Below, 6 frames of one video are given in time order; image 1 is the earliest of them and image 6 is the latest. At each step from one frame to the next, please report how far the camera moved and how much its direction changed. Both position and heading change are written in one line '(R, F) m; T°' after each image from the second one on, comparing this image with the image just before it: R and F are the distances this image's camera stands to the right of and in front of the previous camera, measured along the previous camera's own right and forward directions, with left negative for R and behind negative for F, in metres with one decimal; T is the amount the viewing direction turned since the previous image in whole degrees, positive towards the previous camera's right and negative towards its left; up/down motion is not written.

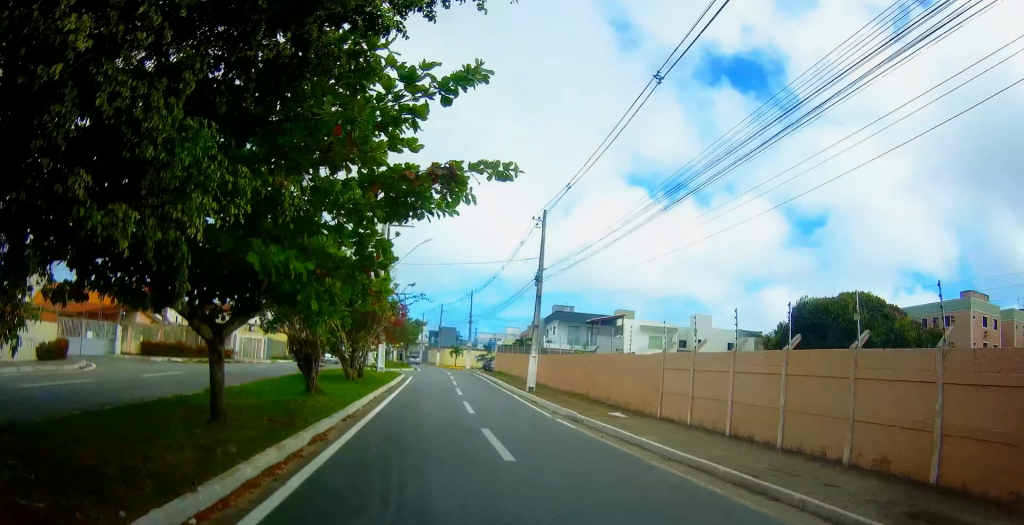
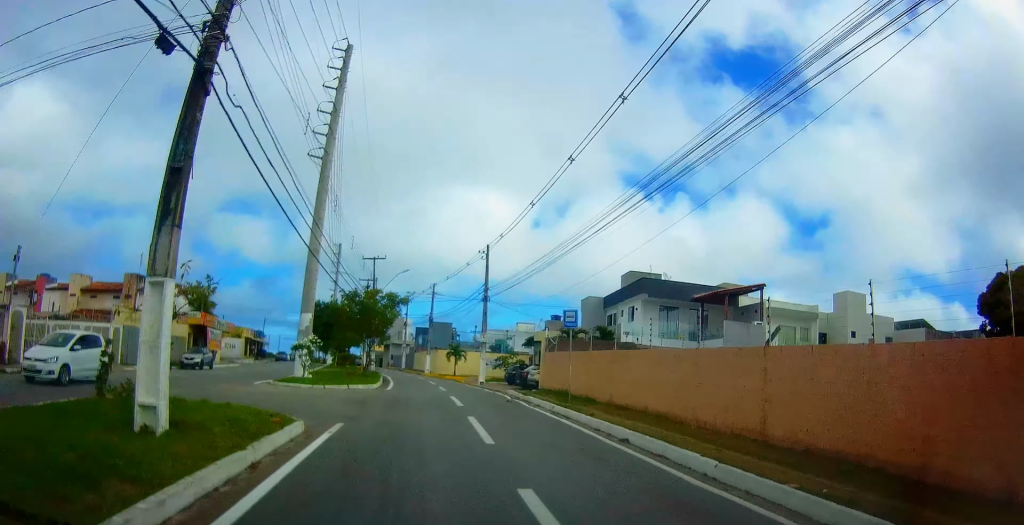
(0.0, +30.9) m; 0°
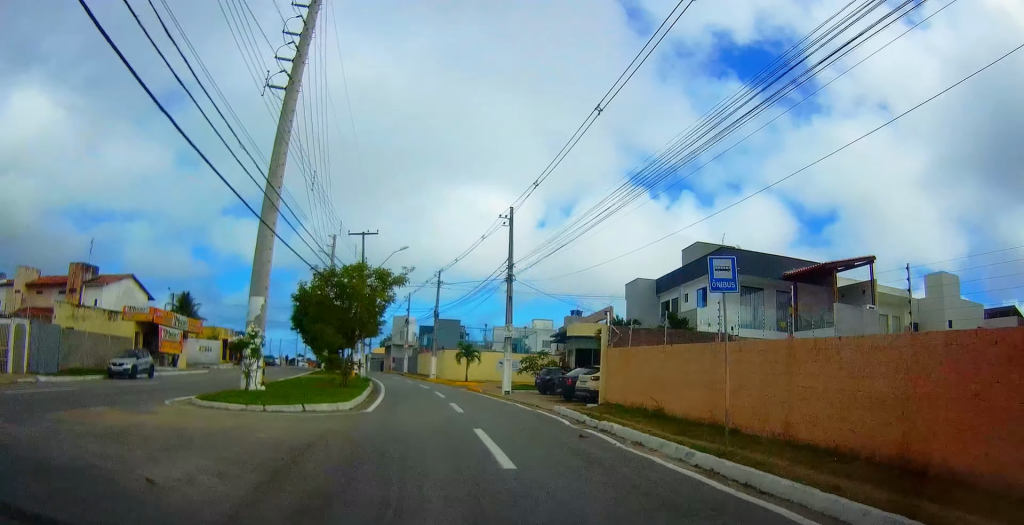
(+0.3, +10.6) m; -1°
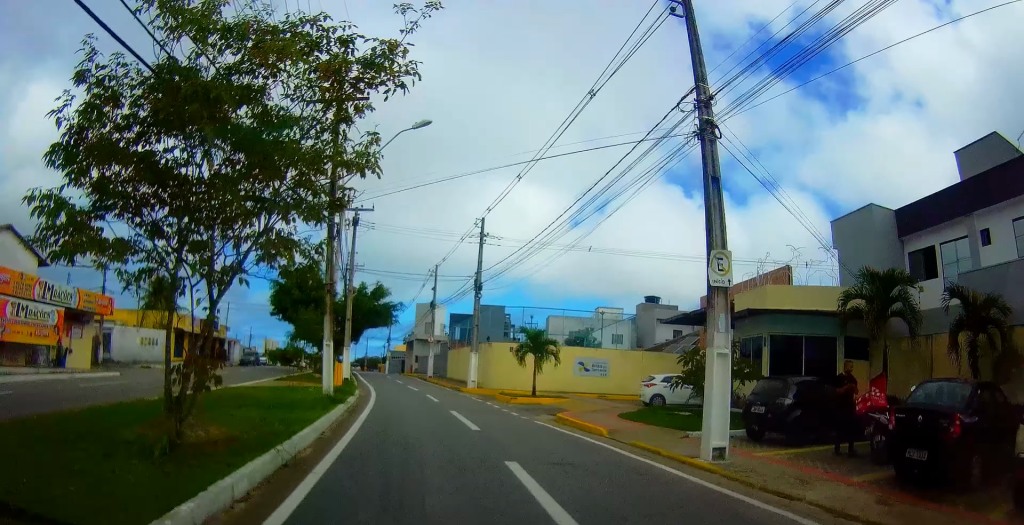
(-0.8, +20.1) m; -2°
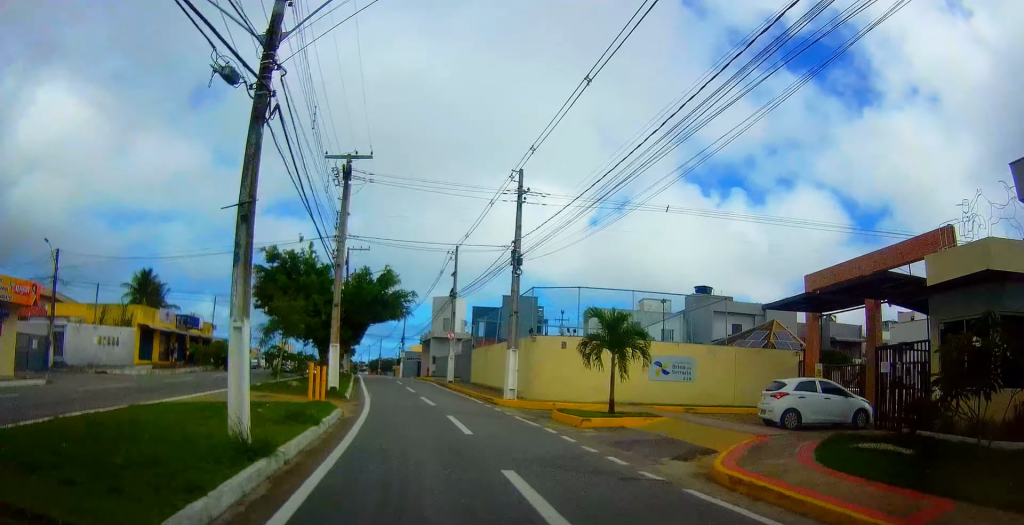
(+0.1, +9.0) m; +1°
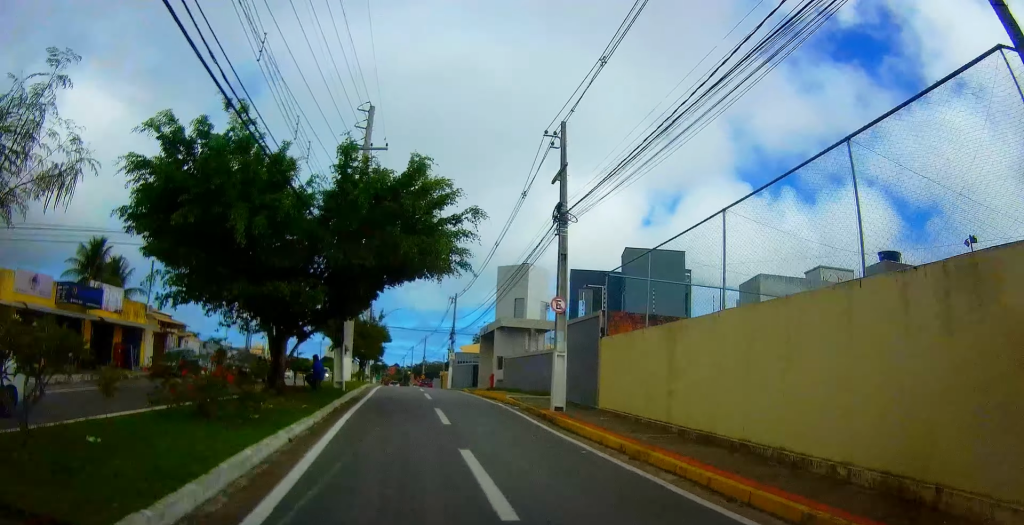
(-0.3, +21.5) m; -2°
